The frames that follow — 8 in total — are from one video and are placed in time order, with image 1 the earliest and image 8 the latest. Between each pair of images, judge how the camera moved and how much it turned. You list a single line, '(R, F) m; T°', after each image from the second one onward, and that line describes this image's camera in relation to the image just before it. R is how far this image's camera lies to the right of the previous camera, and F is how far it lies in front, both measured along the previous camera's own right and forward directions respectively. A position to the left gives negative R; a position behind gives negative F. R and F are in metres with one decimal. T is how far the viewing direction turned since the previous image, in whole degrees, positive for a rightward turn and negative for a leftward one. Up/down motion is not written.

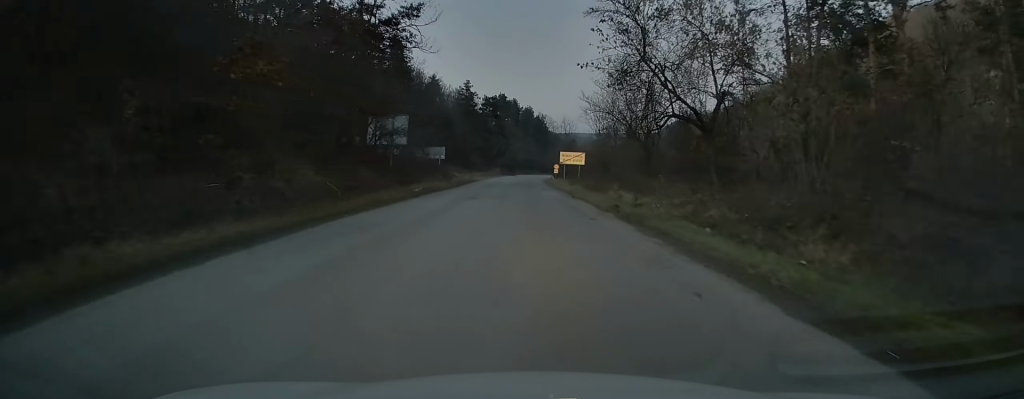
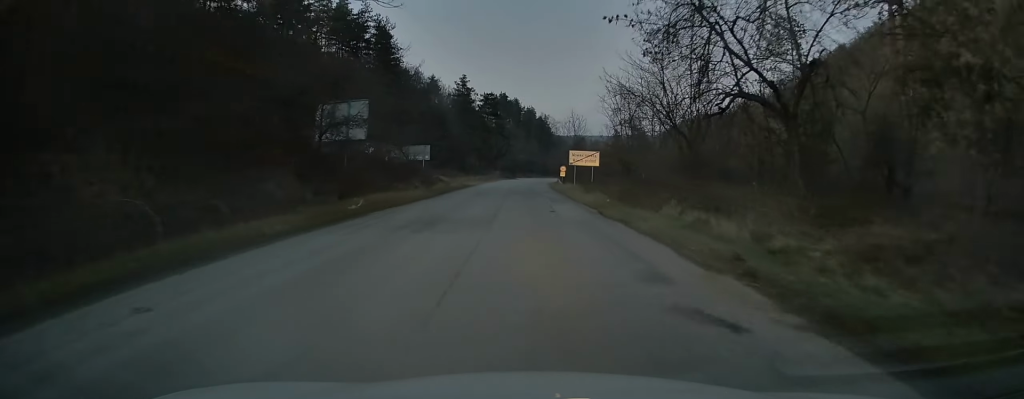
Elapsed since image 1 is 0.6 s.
(0.0, +11.6) m; 0°
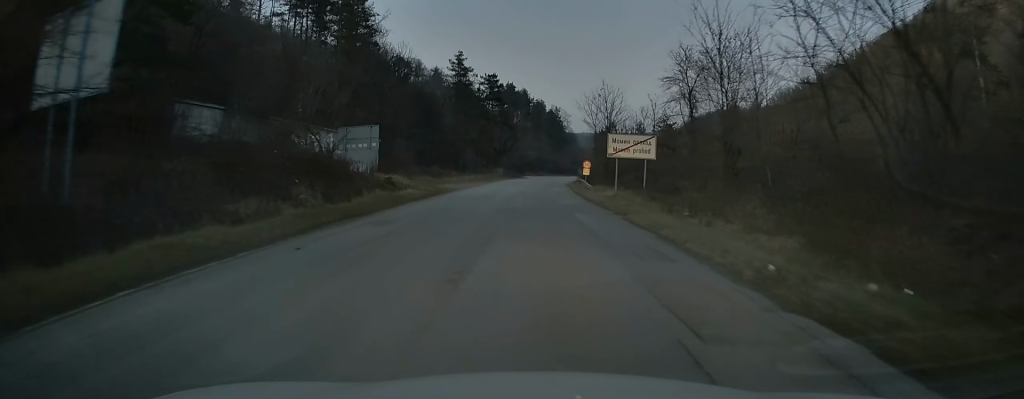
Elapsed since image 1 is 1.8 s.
(0.0, +21.2) m; 0°
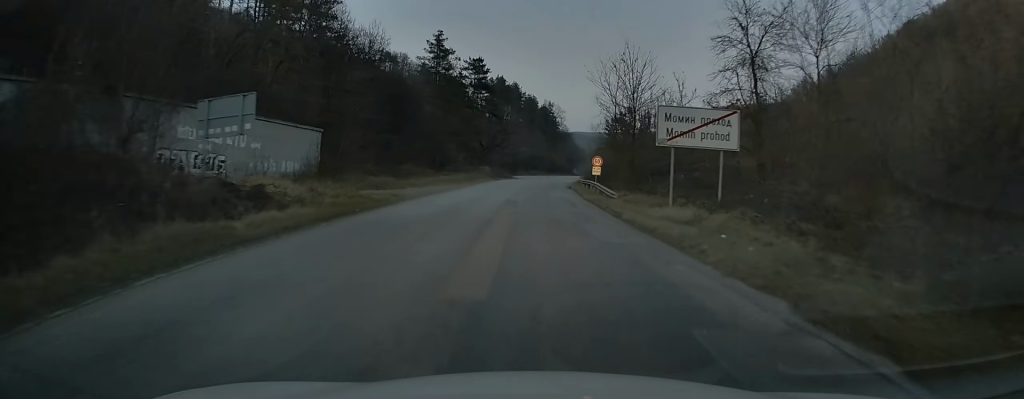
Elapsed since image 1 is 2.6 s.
(+0.1, +14.5) m; 0°
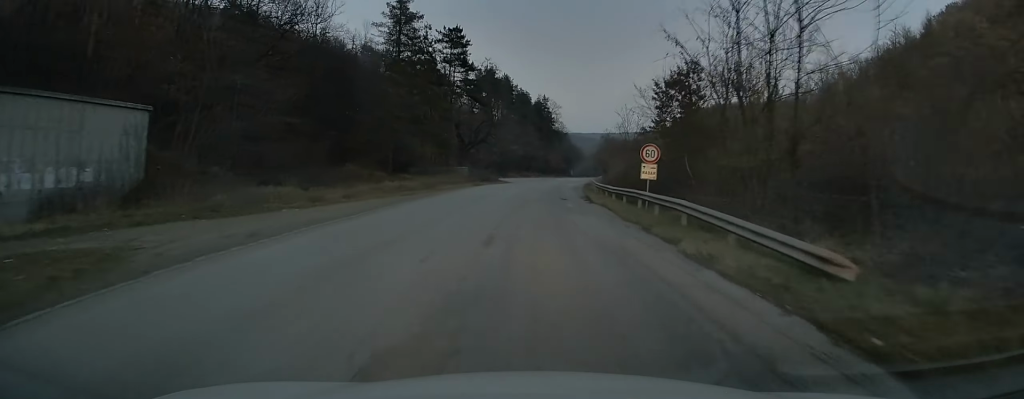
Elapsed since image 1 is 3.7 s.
(0.0, +20.7) m; +1°
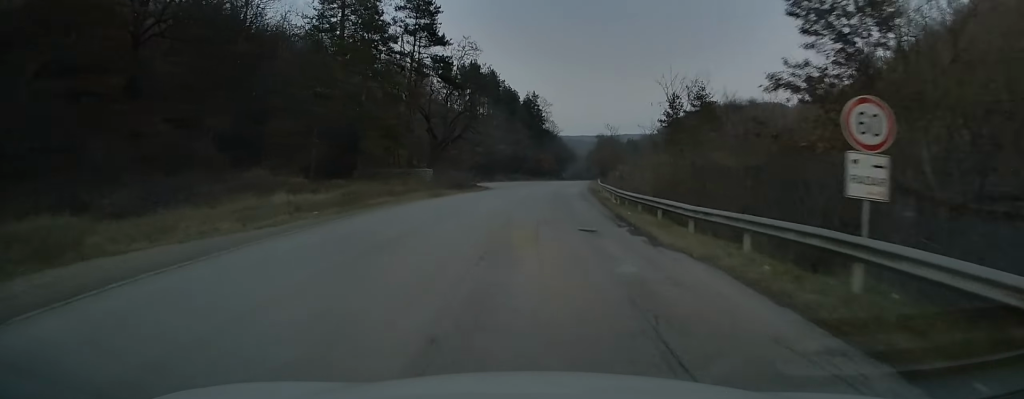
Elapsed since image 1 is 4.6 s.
(+0.1, +15.9) m; +1°
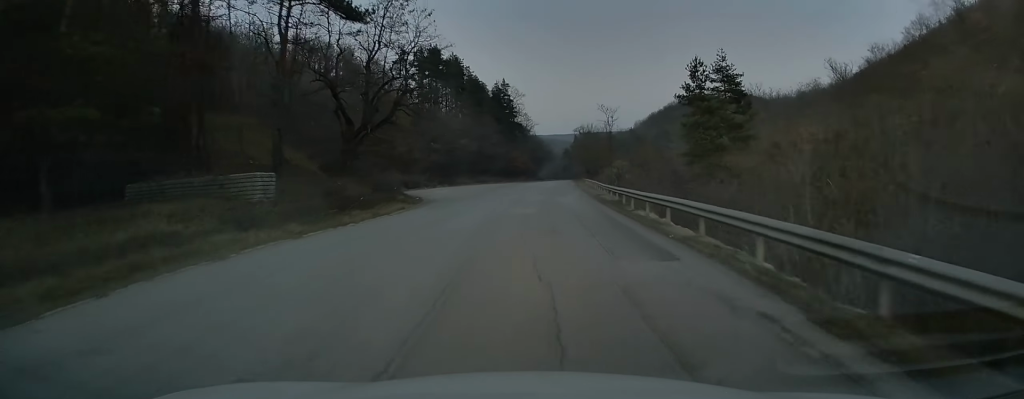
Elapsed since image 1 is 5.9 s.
(+0.5, +24.2) m; +2°
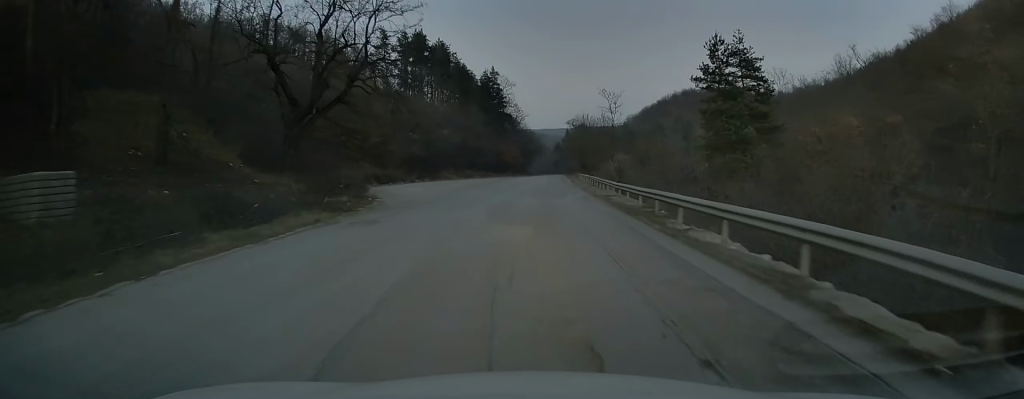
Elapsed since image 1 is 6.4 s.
(+0.1, +9.4) m; +1°
